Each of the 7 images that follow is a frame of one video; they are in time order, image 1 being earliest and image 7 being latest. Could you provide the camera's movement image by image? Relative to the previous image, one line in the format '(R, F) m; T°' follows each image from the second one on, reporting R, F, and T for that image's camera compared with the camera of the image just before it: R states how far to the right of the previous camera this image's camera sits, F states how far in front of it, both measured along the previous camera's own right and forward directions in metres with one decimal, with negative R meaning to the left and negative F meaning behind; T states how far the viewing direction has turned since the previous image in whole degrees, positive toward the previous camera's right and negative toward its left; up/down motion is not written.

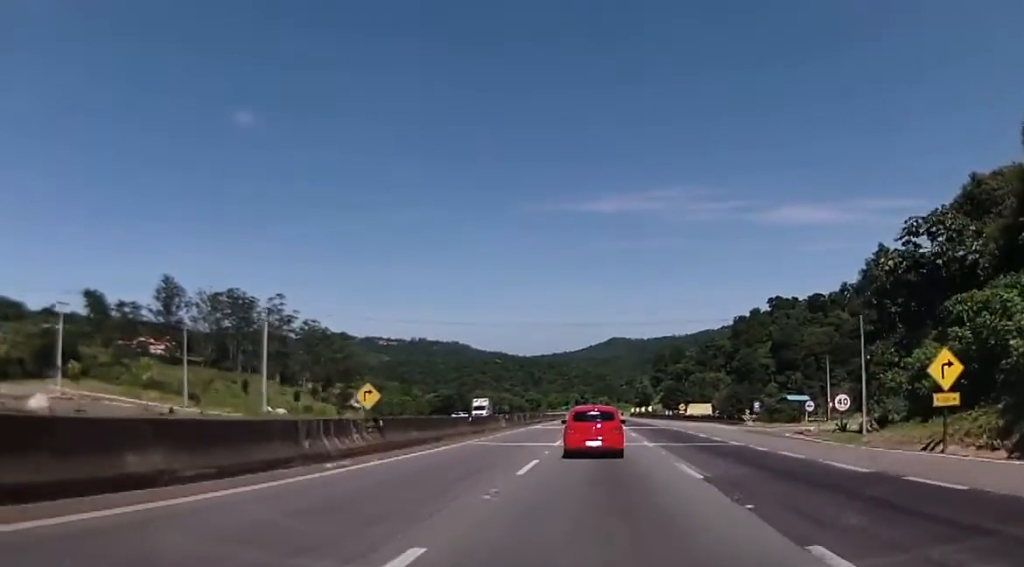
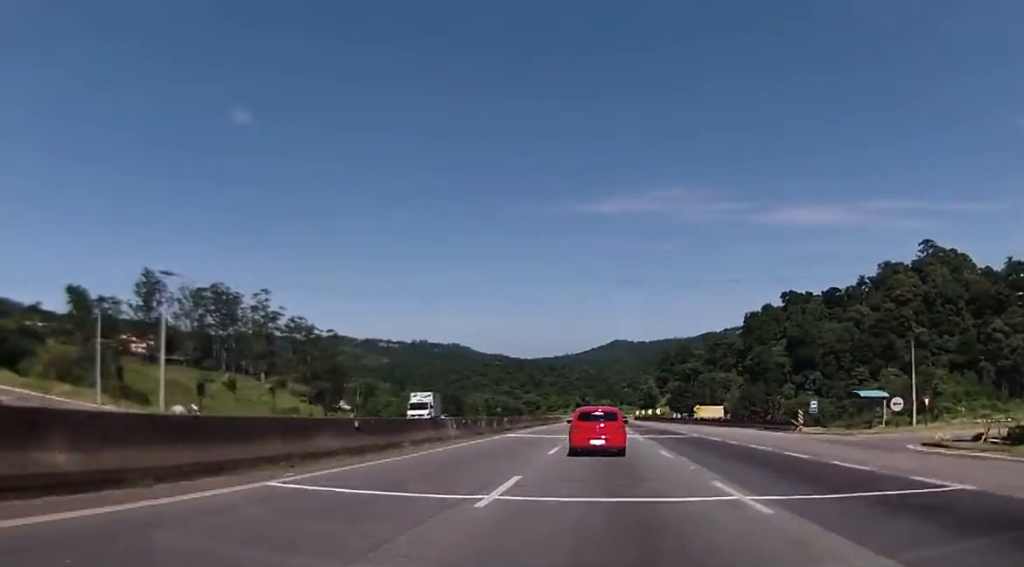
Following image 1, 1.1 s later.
(+0.2, +18.1) m; 0°
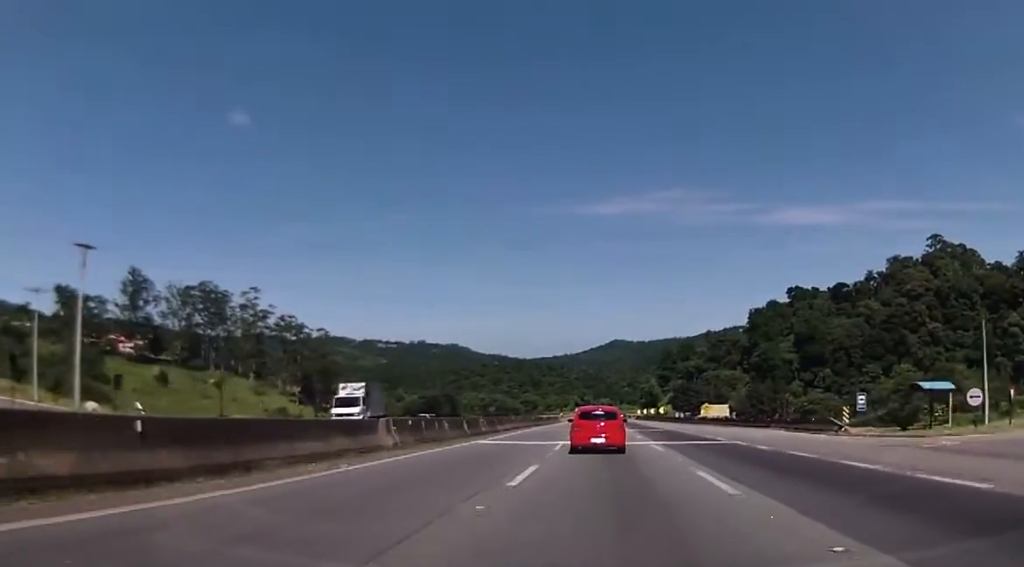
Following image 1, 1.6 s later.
(-0.1, +10.0) m; 0°
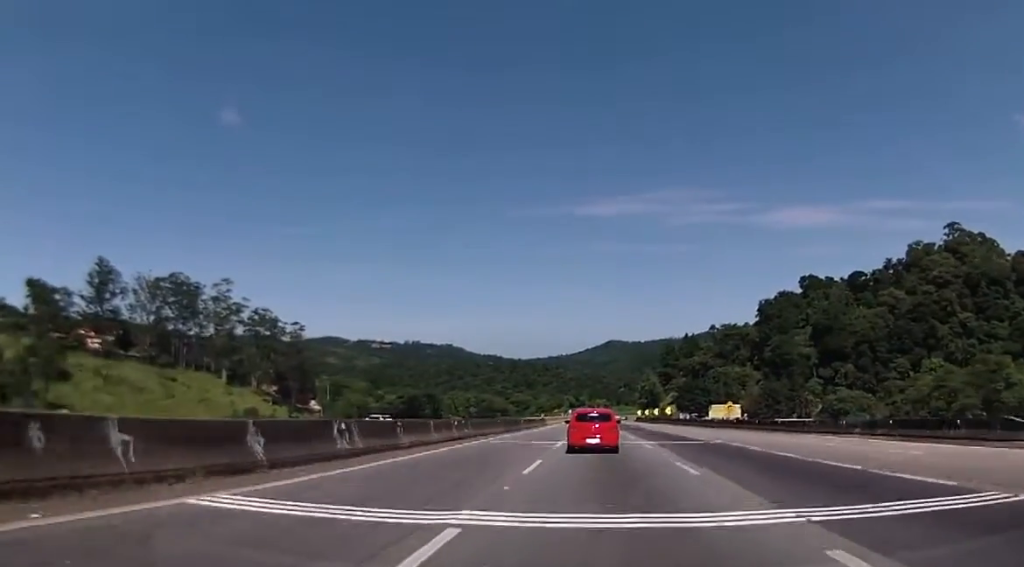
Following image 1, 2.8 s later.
(-0.1, +21.7) m; -1°
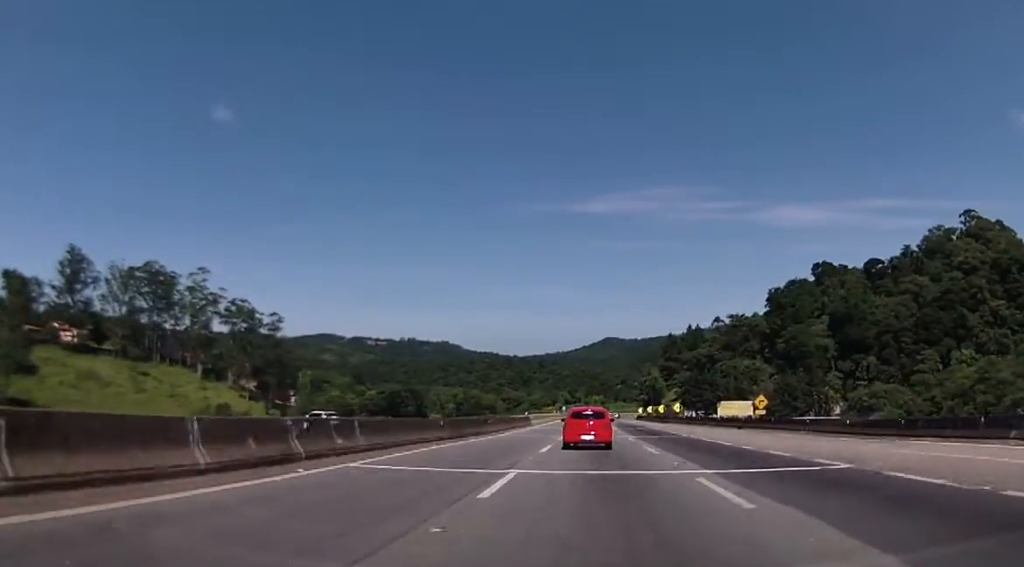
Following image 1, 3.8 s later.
(-0.1, +17.5) m; +1°
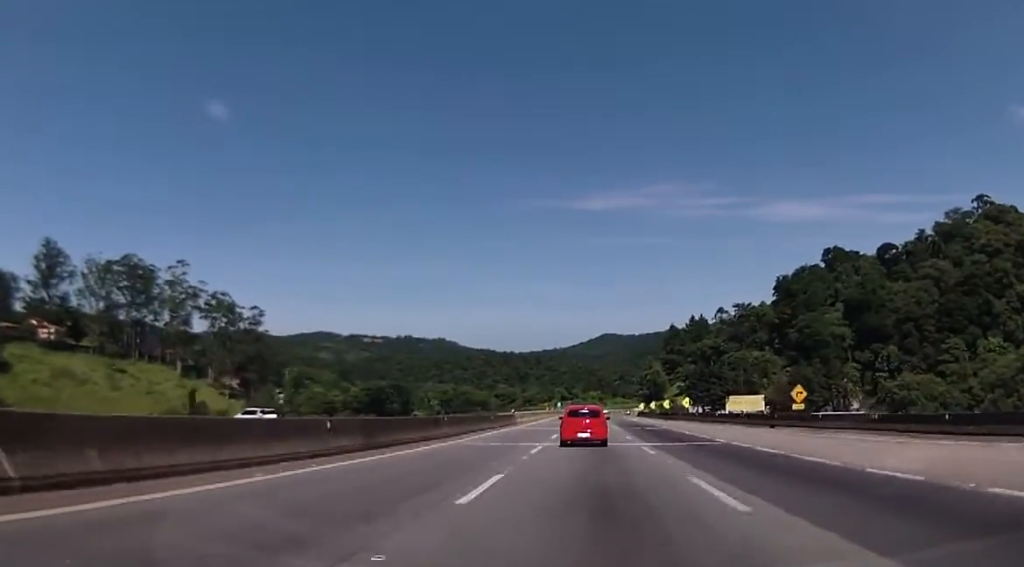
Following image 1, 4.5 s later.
(+0.1, +13.5) m; +1°
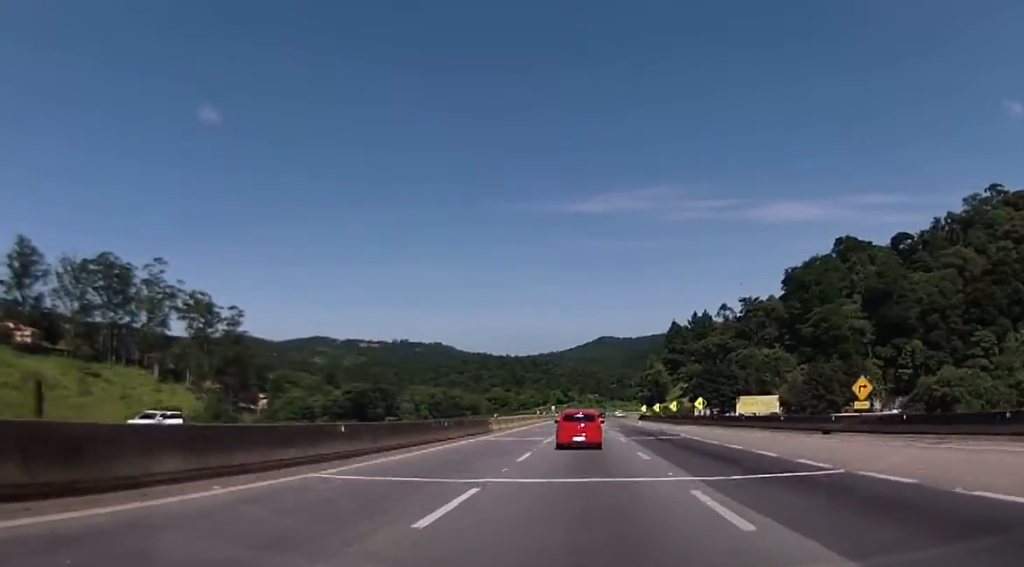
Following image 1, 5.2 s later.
(+0.5, +13.7) m; 0°
